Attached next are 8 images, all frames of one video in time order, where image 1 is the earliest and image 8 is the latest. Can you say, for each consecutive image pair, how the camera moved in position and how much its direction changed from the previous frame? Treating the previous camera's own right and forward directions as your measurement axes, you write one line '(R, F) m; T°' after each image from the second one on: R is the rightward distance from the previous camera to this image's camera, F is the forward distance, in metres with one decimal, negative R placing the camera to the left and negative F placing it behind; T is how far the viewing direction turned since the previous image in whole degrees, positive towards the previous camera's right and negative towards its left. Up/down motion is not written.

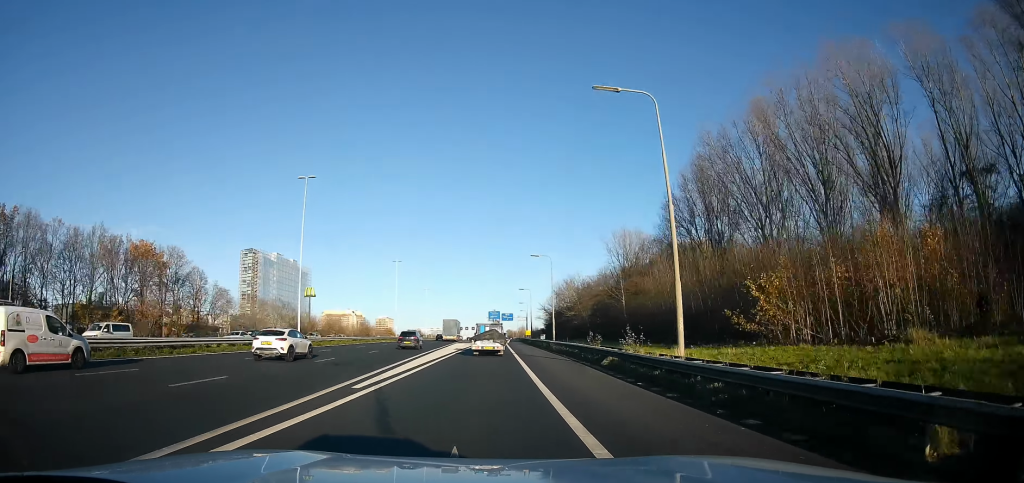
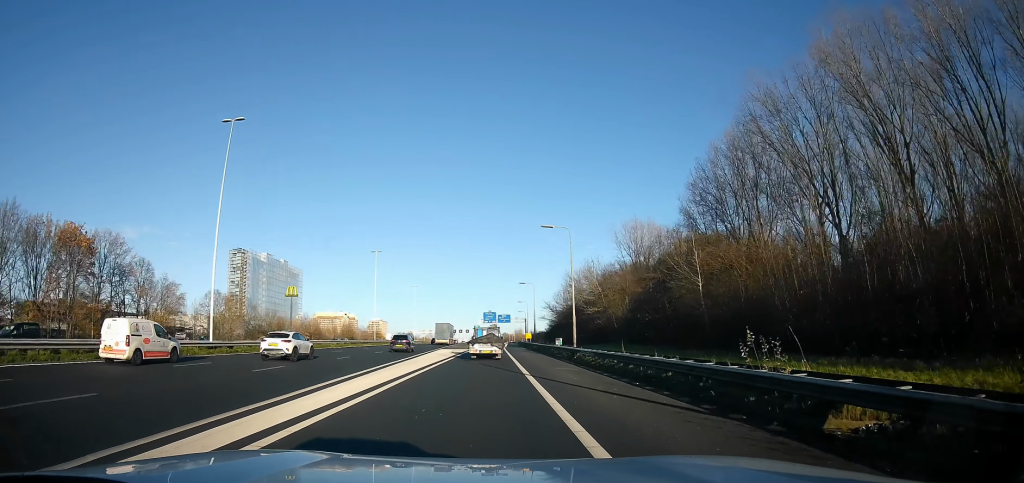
(0.0, +16.7) m; 0°
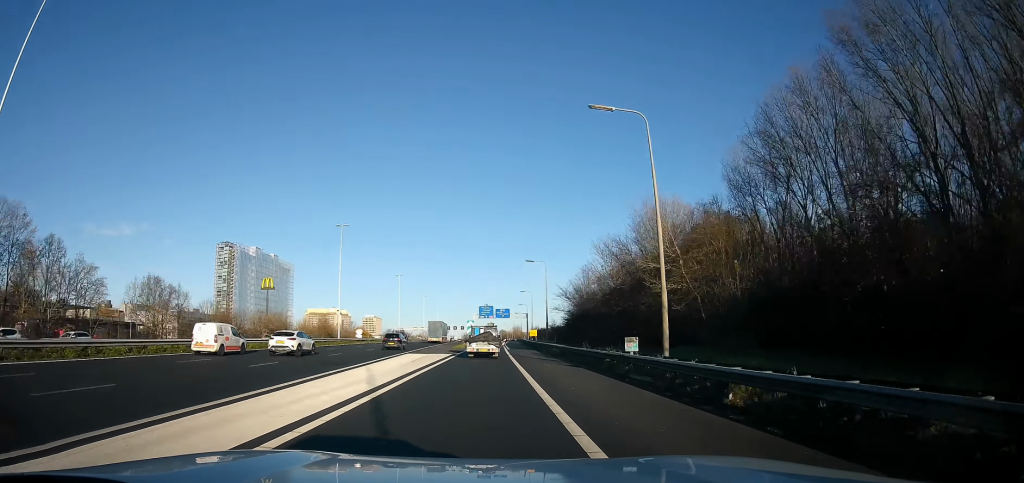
(0.0, +21.5) m; 0°
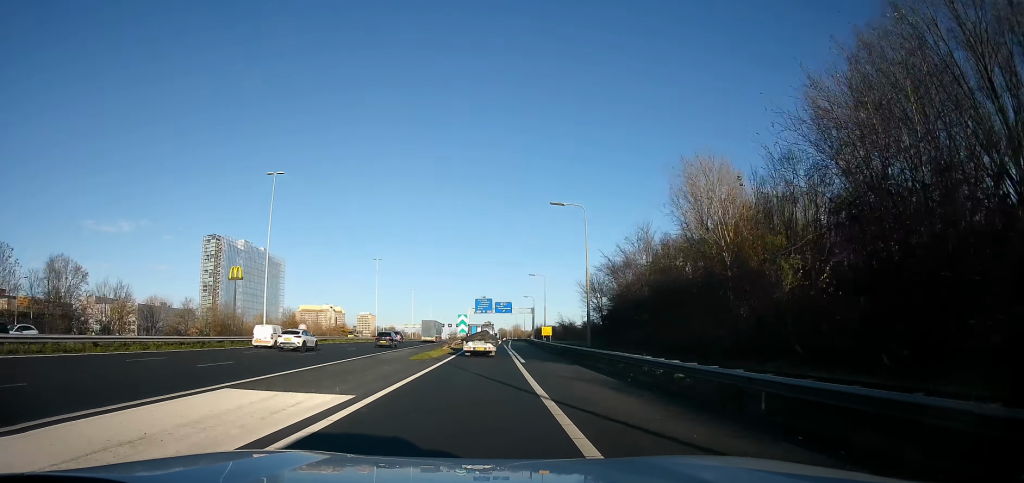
(+0.2, +25.4) m; 0°
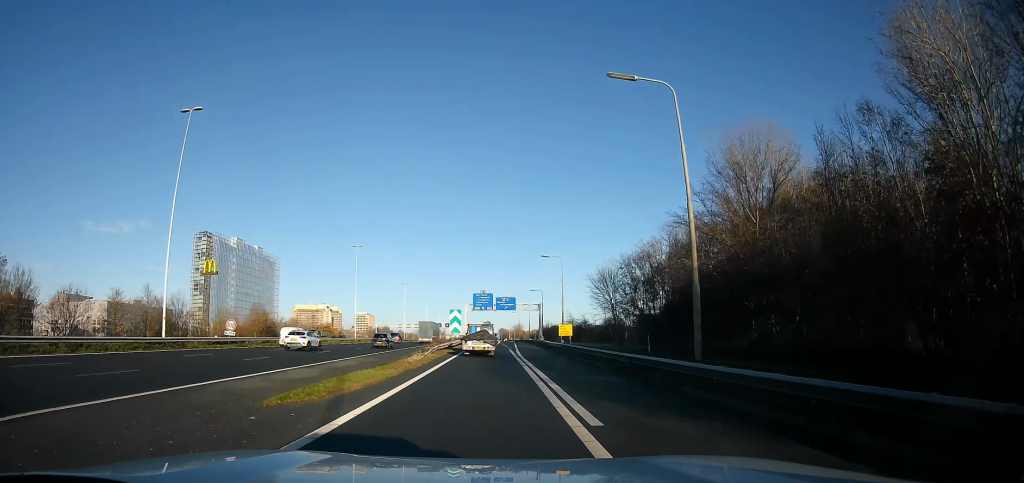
(-0.2, +17.3) m; +1°
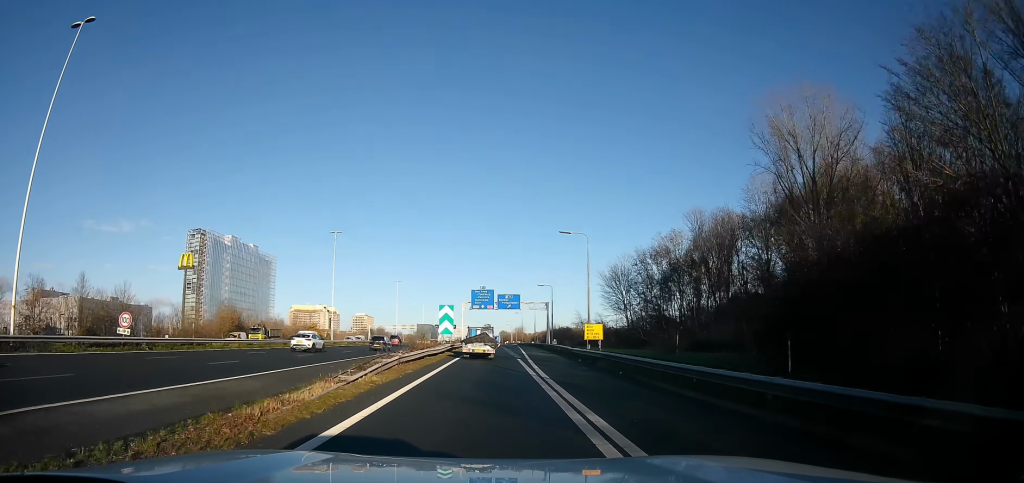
(+0.1, +14.1) m; +1°
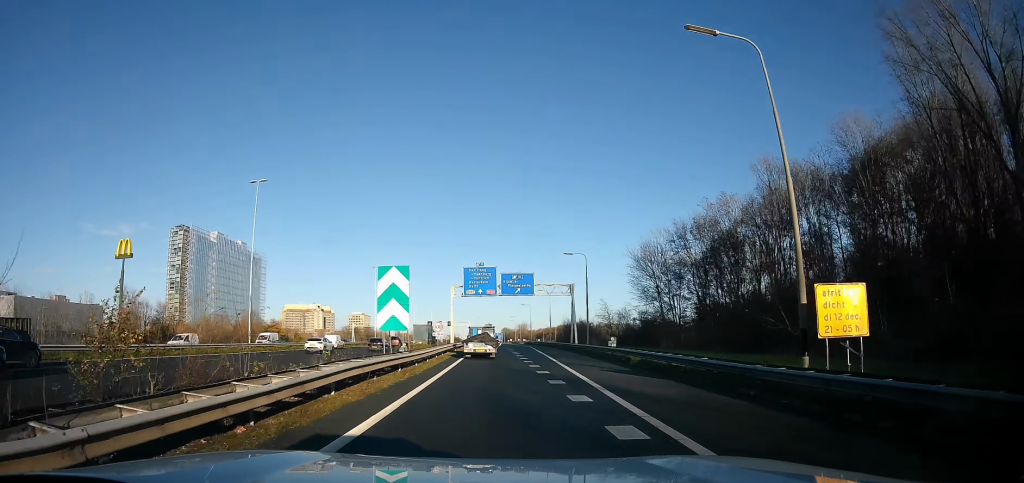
(+0.7, +28.0) m; 0°
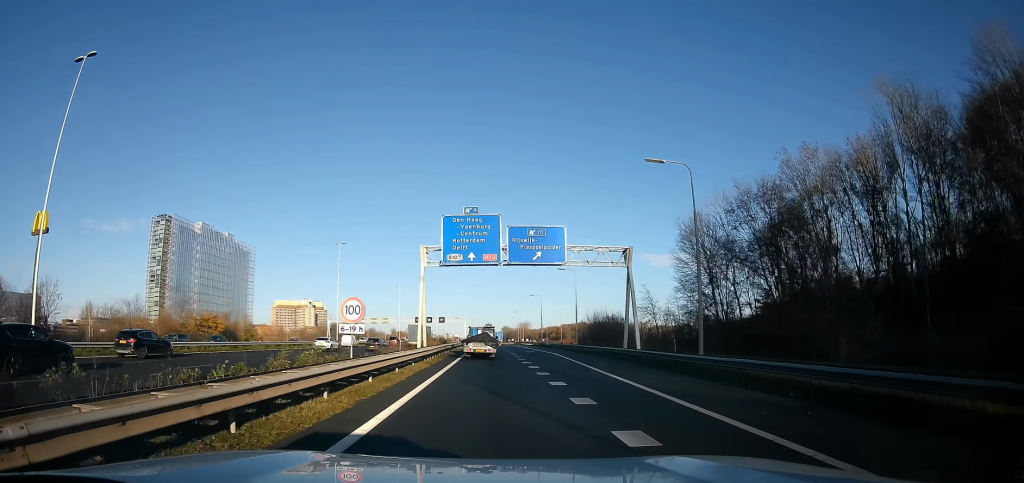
(-0.6, +28.1) m; -2°
